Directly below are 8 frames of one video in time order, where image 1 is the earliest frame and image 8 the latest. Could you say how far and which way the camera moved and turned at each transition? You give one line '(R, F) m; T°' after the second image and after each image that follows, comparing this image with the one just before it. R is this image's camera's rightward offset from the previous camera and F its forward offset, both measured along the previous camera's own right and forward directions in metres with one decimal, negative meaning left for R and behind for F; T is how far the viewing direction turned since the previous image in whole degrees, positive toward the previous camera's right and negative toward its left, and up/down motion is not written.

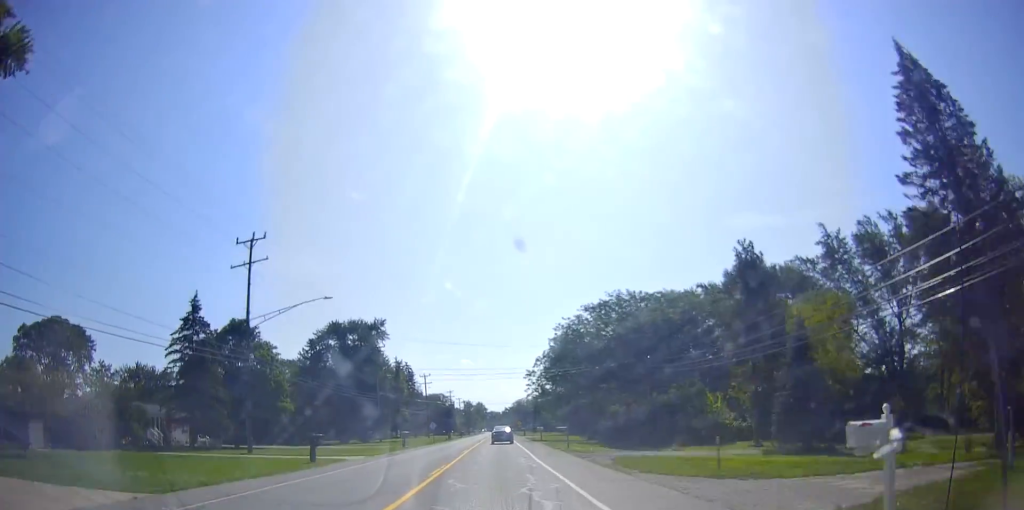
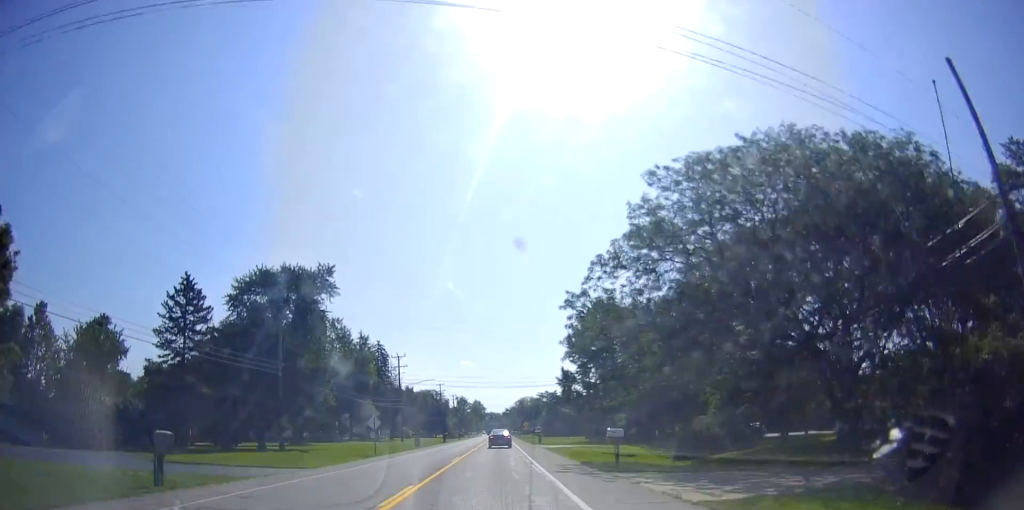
(-0.7, +37.2) m; 0°
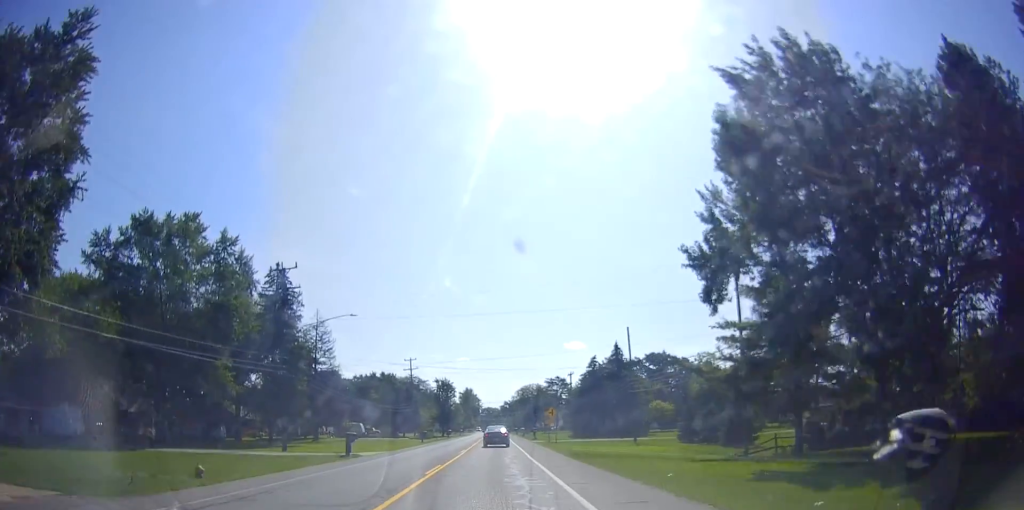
(+1.2, +55.0) m; 0°
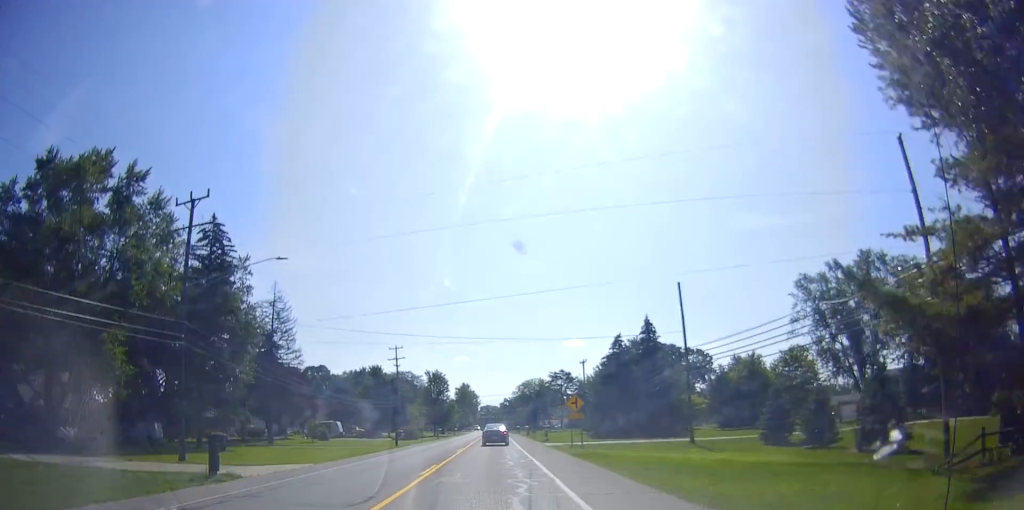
(-0.1, +16.9) m; 0°
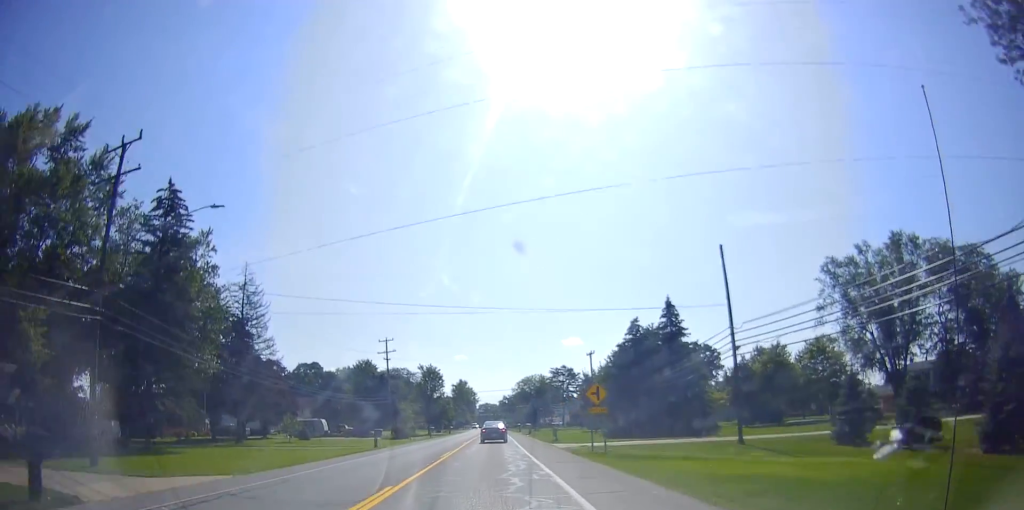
(-0.1, +8.7) m; 0°
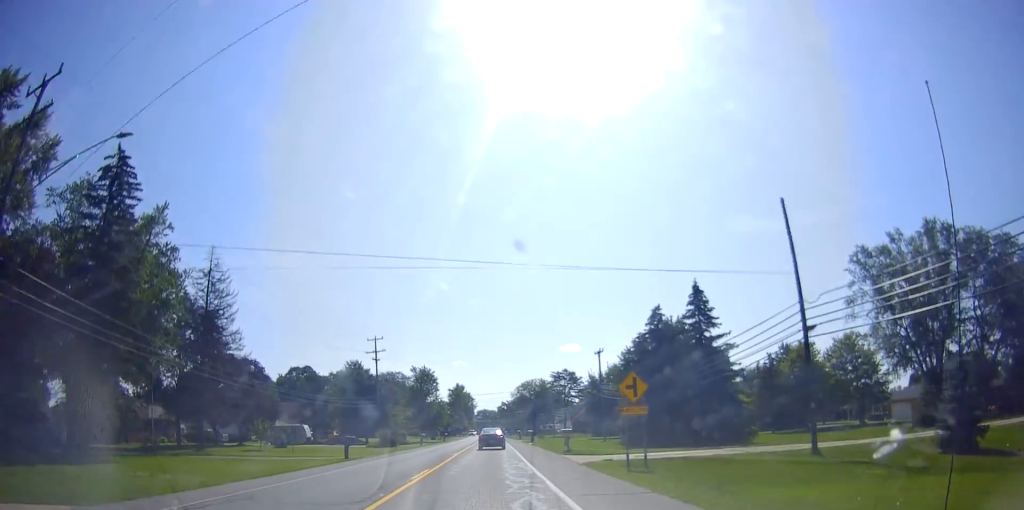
(+0.1, +7.6) m; +1°
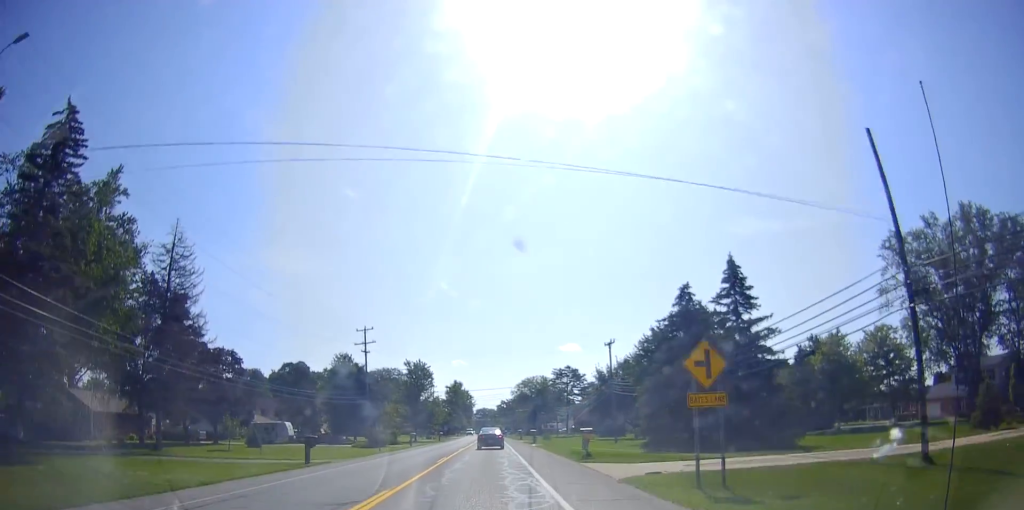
(0.0, +7.0) m; +1°
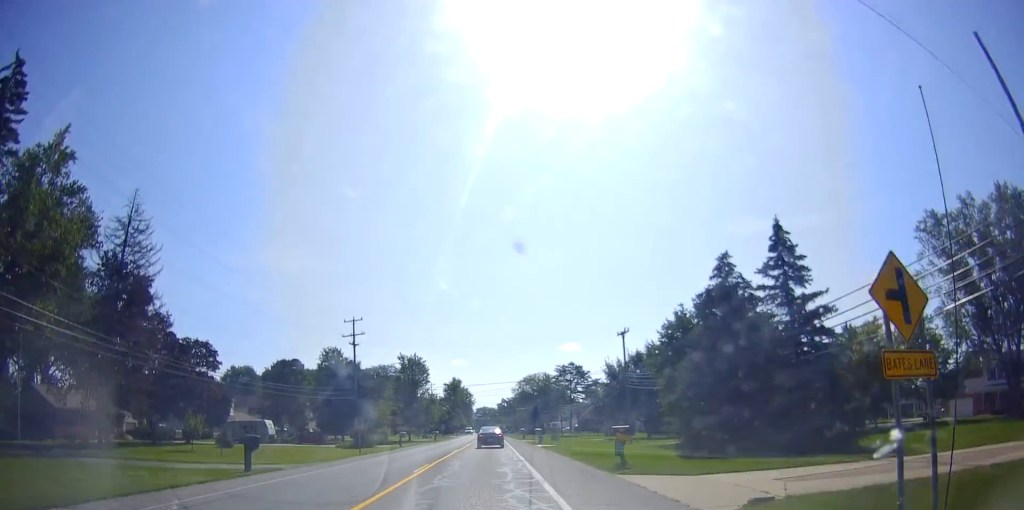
(+0.1, +6.8) m; 0°
